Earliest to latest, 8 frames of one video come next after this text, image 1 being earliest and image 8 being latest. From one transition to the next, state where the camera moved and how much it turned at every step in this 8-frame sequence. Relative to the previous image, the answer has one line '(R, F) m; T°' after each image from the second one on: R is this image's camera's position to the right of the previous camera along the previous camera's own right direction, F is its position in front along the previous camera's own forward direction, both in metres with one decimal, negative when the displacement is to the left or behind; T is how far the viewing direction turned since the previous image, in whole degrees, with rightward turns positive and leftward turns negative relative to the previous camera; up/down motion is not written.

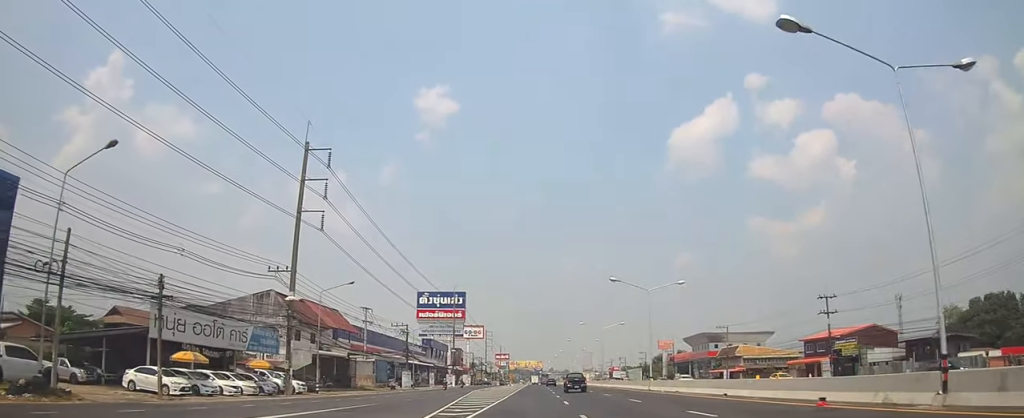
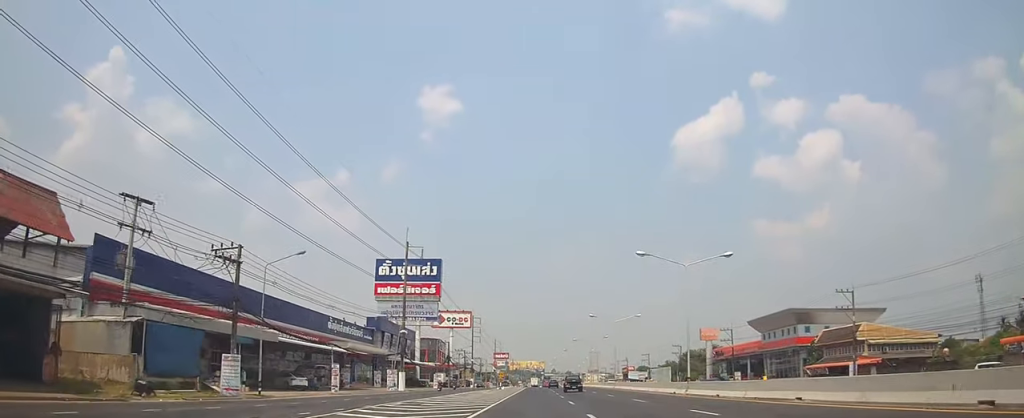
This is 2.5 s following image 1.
(-0.4, +47.3) m; -1°
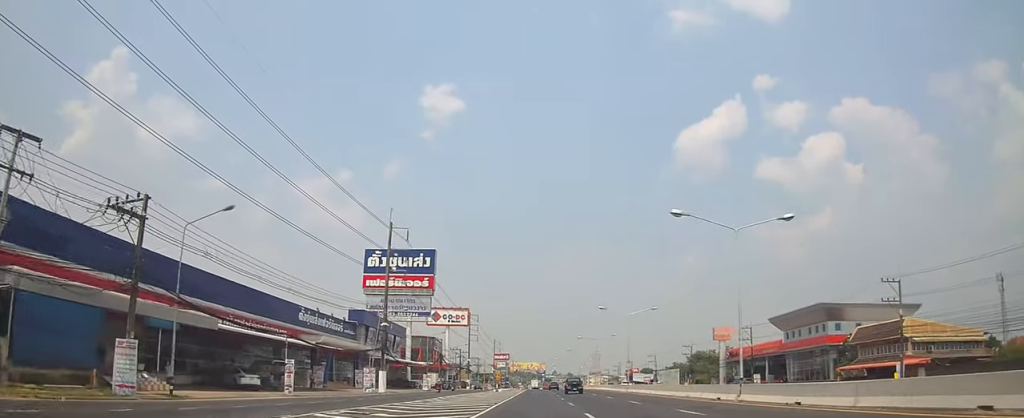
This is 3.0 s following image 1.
(-0.2, +9.8) m; +1°
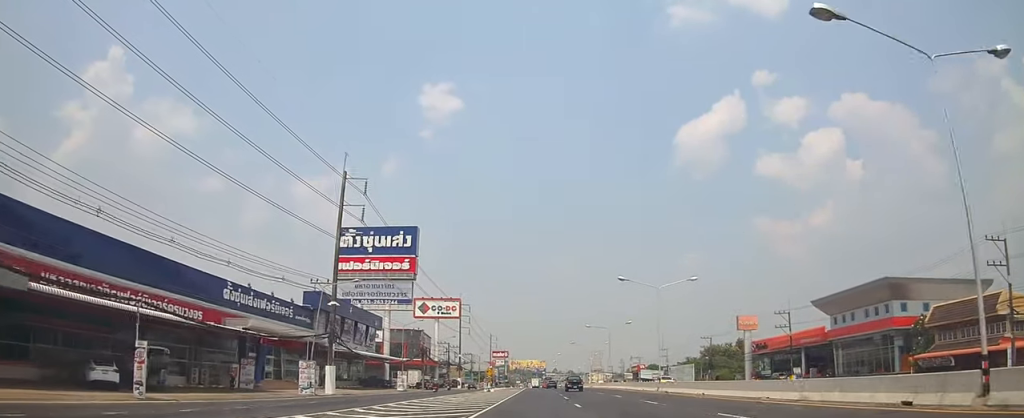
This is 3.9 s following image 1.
(+0.7, +16.8) m; 0°
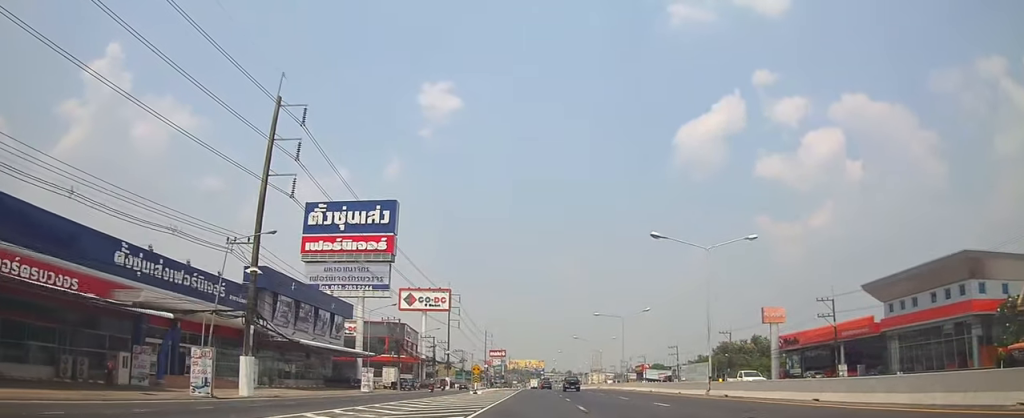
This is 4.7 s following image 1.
(-0.3, +14.6) m; 0°
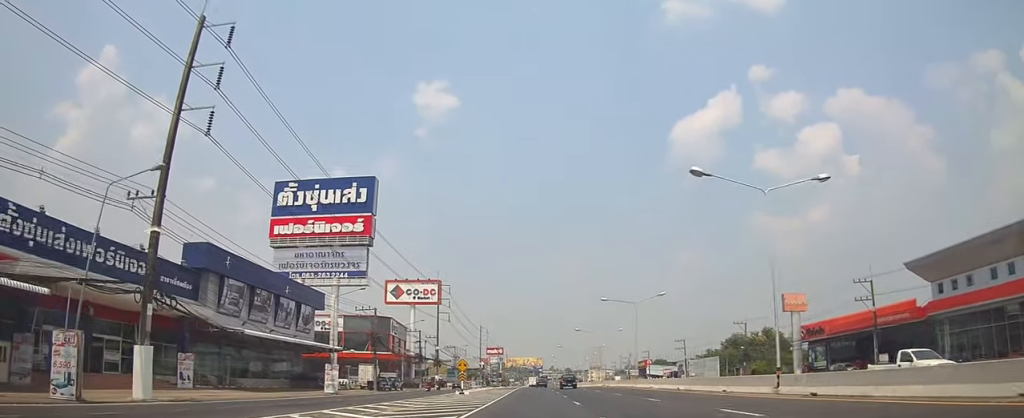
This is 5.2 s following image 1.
(-0.2, +10.1) m; 0°
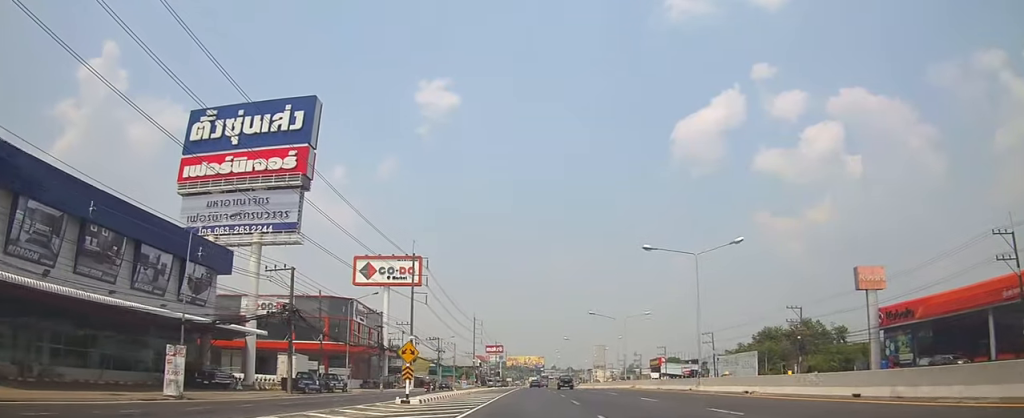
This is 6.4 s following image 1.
(+0.3, +23.2) m; -1°
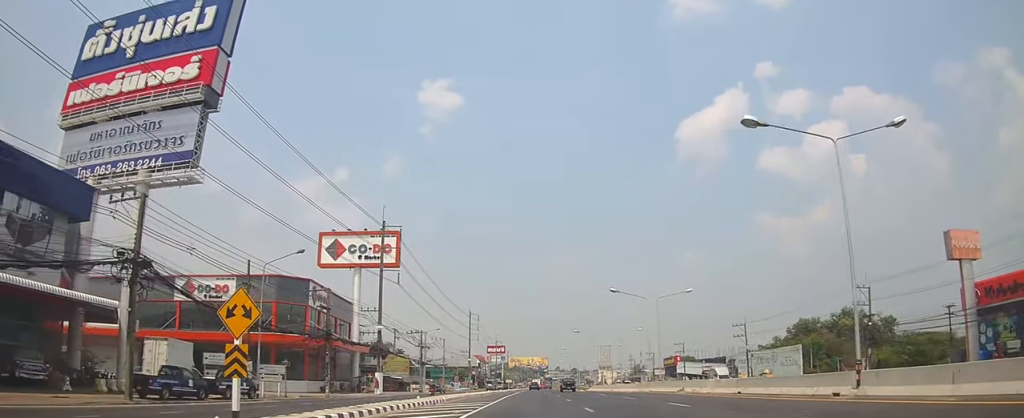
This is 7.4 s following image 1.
(-0.5, +18.4) m; -2°
